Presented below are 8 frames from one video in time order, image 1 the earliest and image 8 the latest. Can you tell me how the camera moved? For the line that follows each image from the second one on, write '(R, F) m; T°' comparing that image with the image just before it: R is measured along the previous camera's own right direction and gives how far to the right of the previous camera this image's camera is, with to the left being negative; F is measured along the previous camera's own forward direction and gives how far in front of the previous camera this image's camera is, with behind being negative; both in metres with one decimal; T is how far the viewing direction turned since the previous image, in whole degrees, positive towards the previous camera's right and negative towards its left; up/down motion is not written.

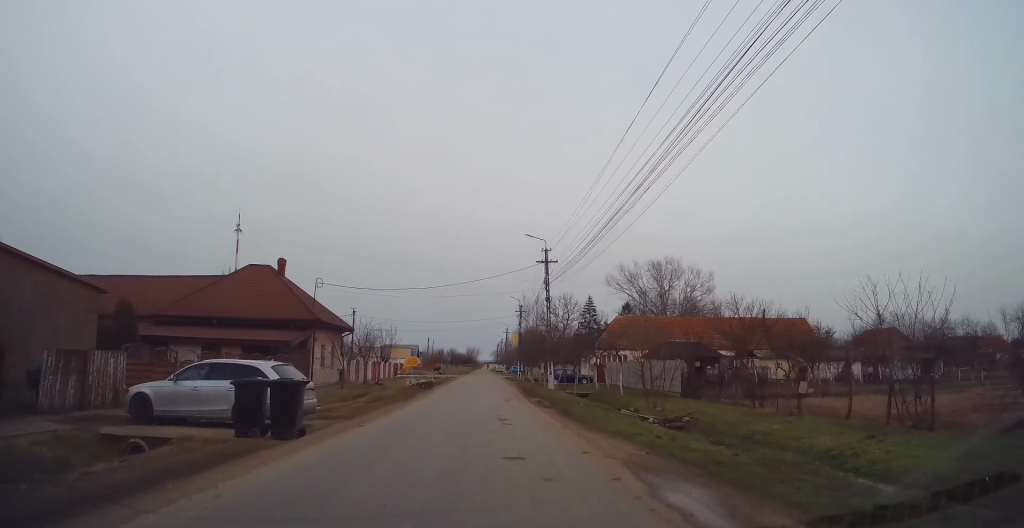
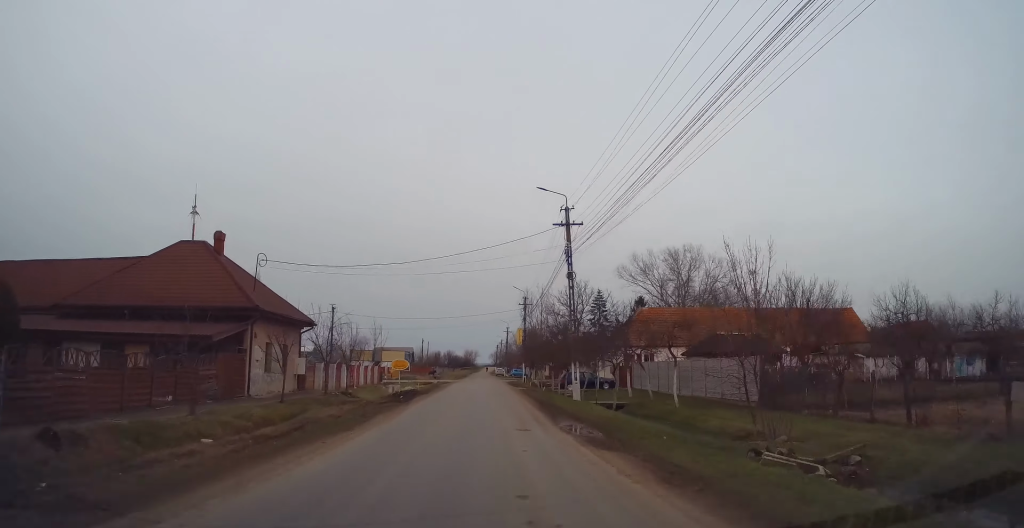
(+0.3, +10.5) m; +1°
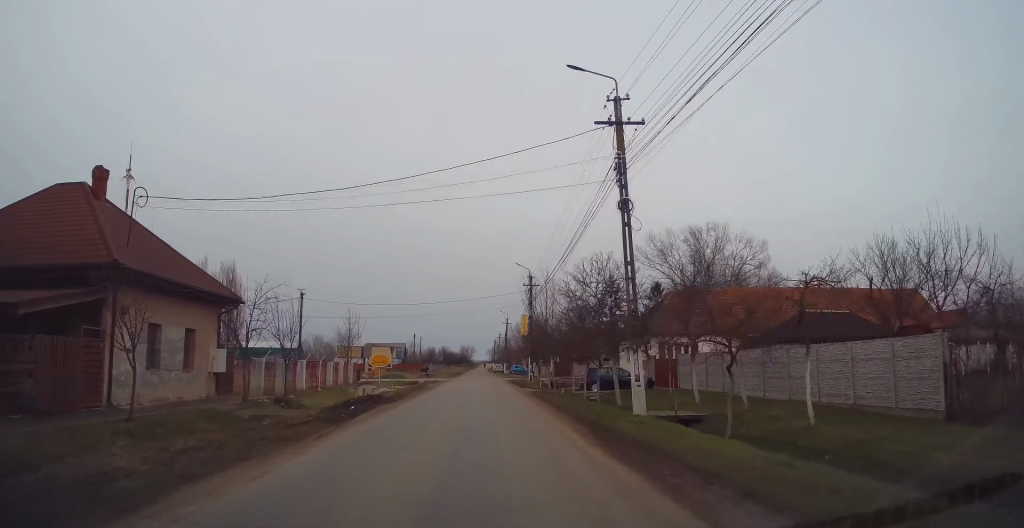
(+0.1, +11.3) m; 0°
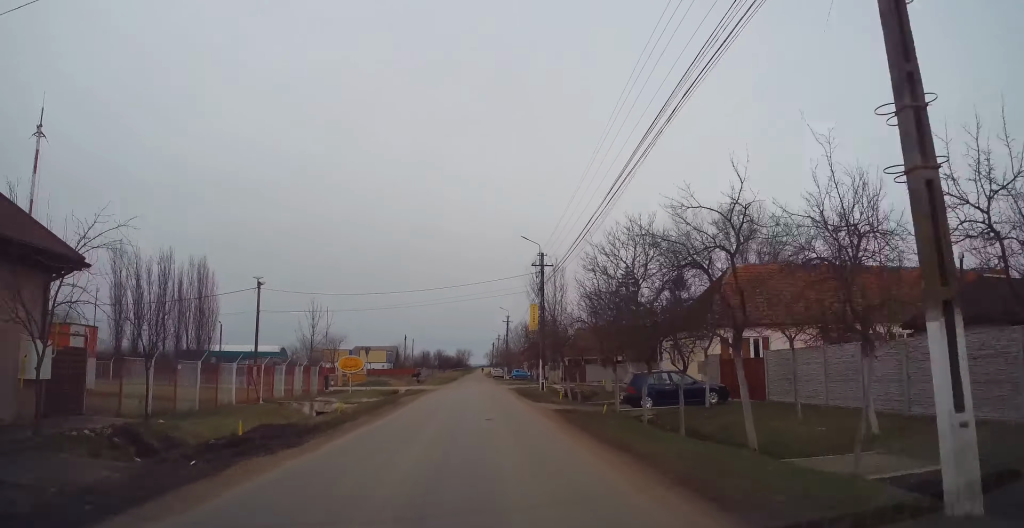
(-0.2, +11.4) m; -2°
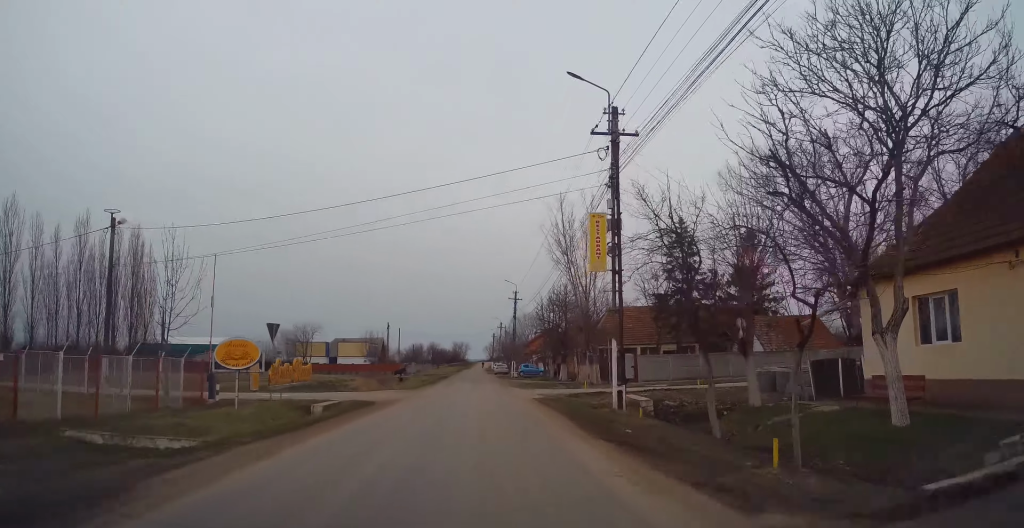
(+0.6, +21.5) m; +2°
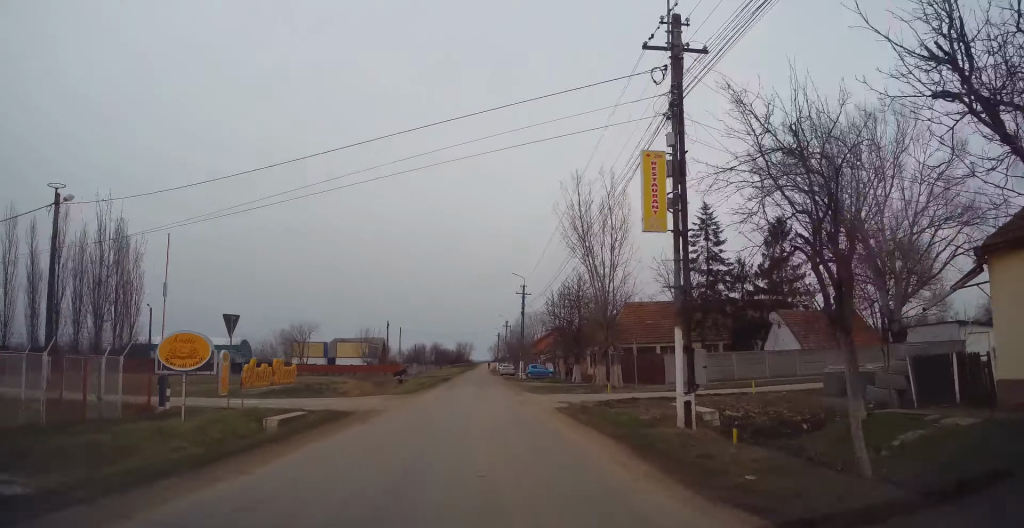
(+0.1, +5.5) m; 0°
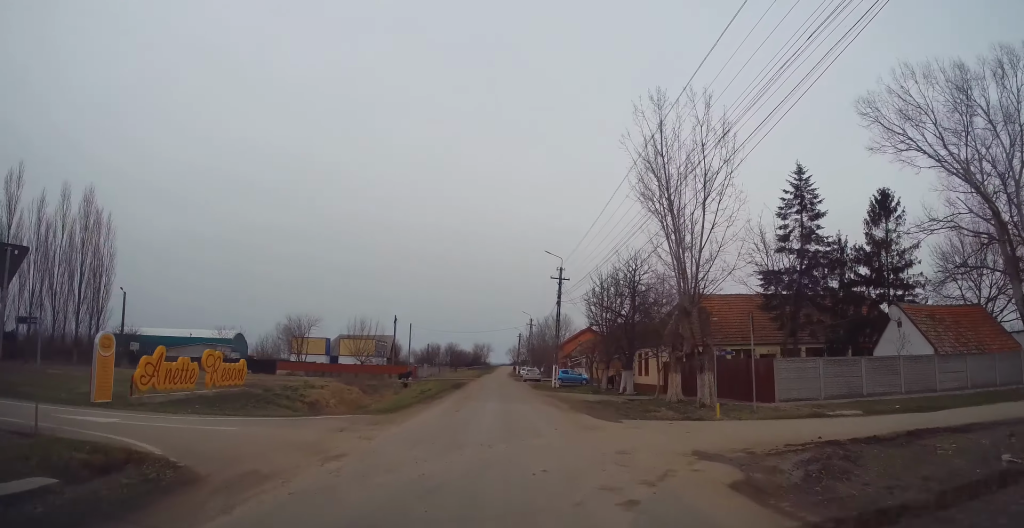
(-0.7, +13.2) m; -3°
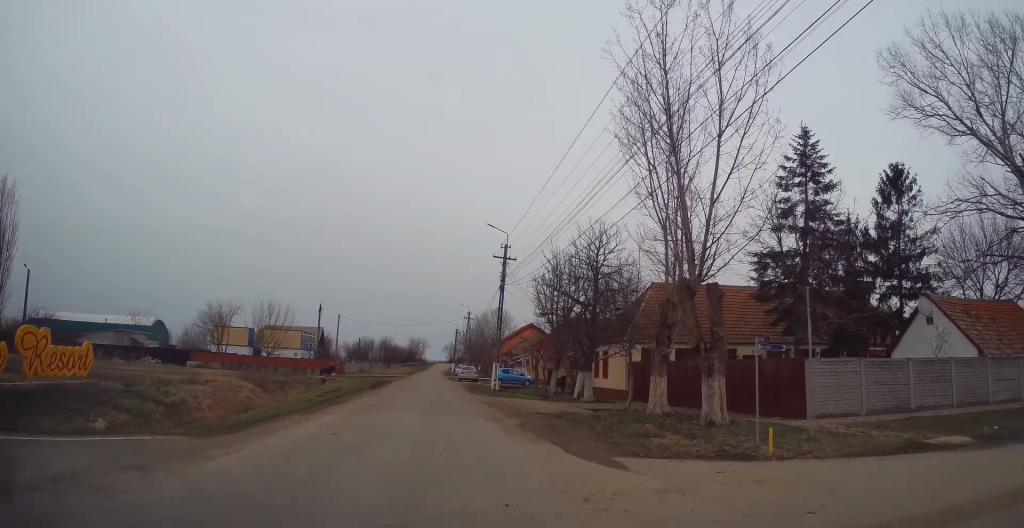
(0.0, +9.4) m; +6°
